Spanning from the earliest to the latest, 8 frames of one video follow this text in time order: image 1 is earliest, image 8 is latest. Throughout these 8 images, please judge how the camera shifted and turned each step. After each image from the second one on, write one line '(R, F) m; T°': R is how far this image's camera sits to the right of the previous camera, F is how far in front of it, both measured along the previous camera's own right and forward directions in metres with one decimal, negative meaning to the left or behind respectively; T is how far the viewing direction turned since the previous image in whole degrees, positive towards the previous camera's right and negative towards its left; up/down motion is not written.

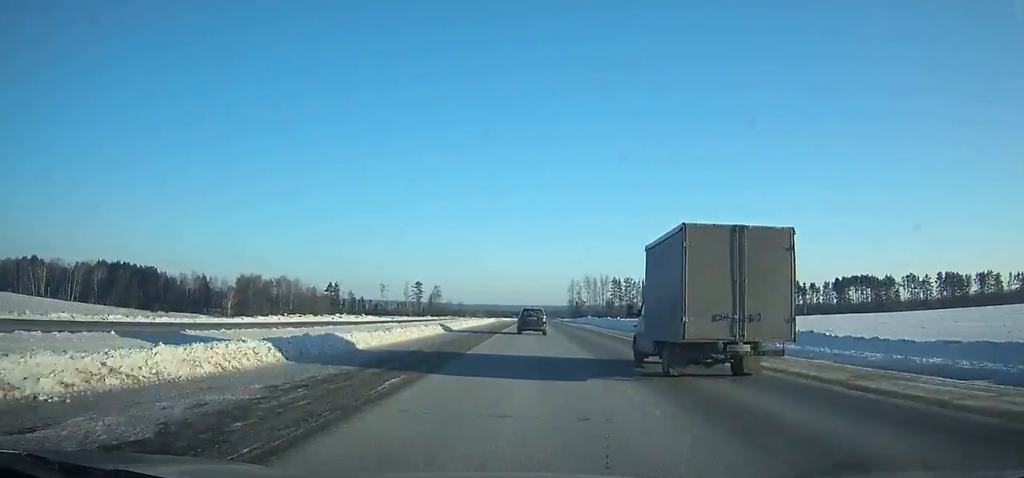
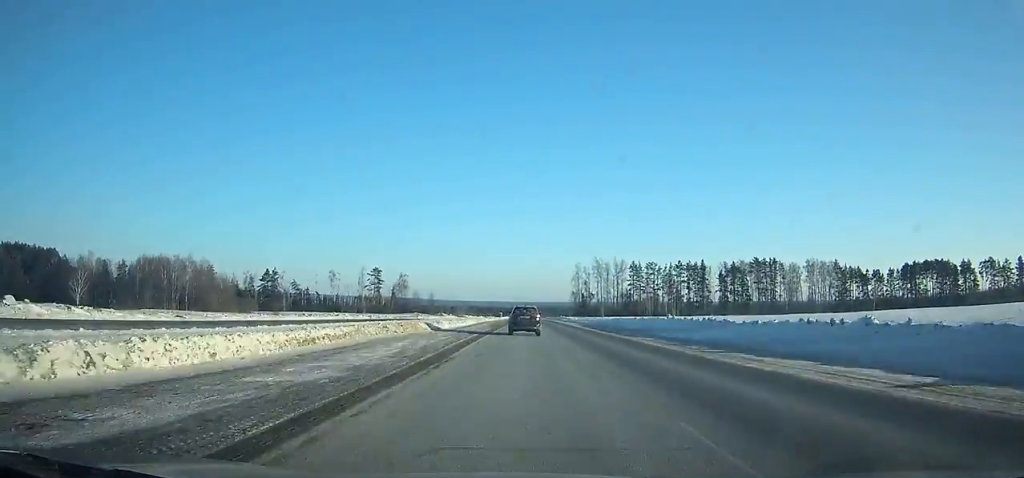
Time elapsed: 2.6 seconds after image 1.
(+0.2, +75.9) m; 0°
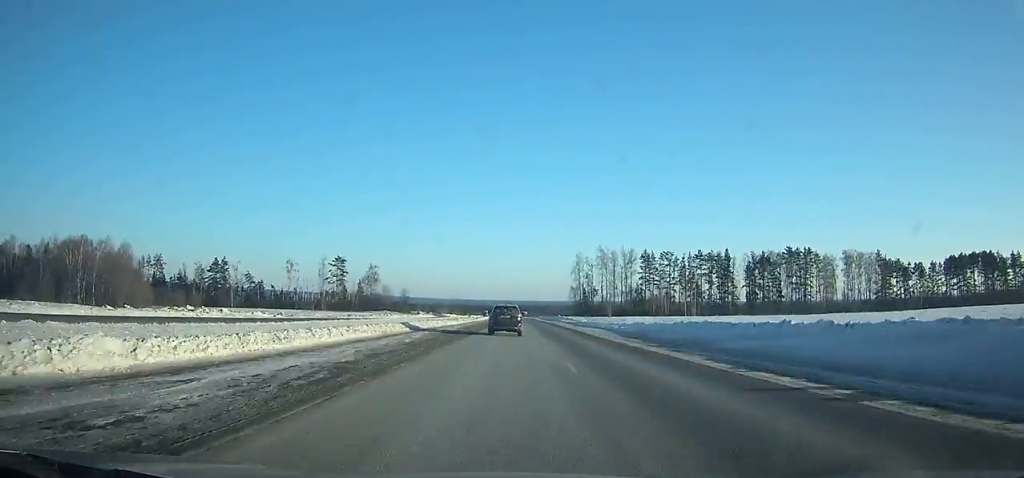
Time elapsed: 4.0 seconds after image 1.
(0.0, +41.5) m; 0°
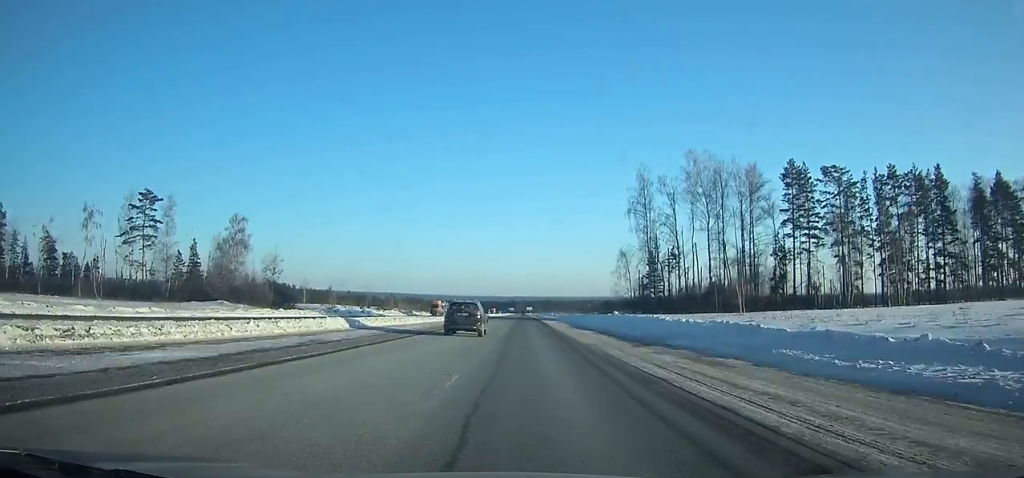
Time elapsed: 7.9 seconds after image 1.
(+0.6, +115.7) m; 0°
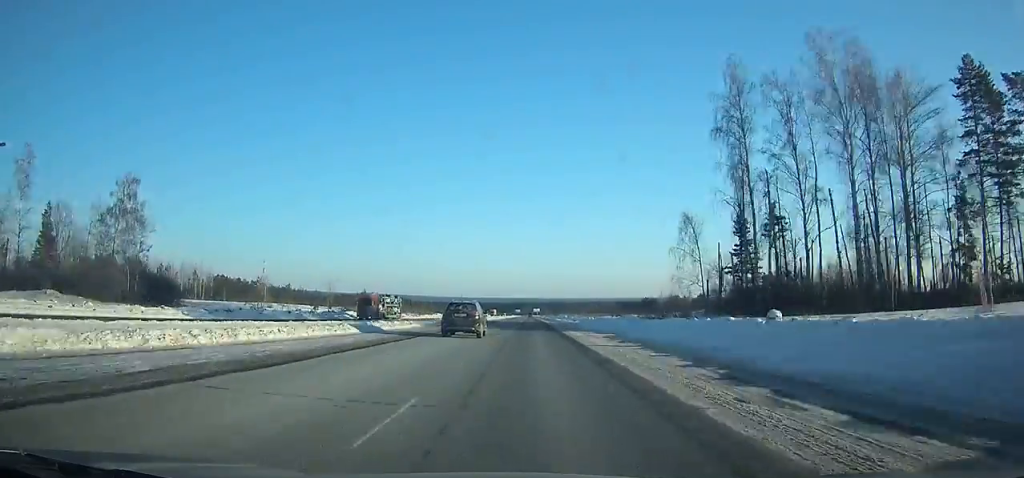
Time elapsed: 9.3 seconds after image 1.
(0.0, +42.2) m; 0°
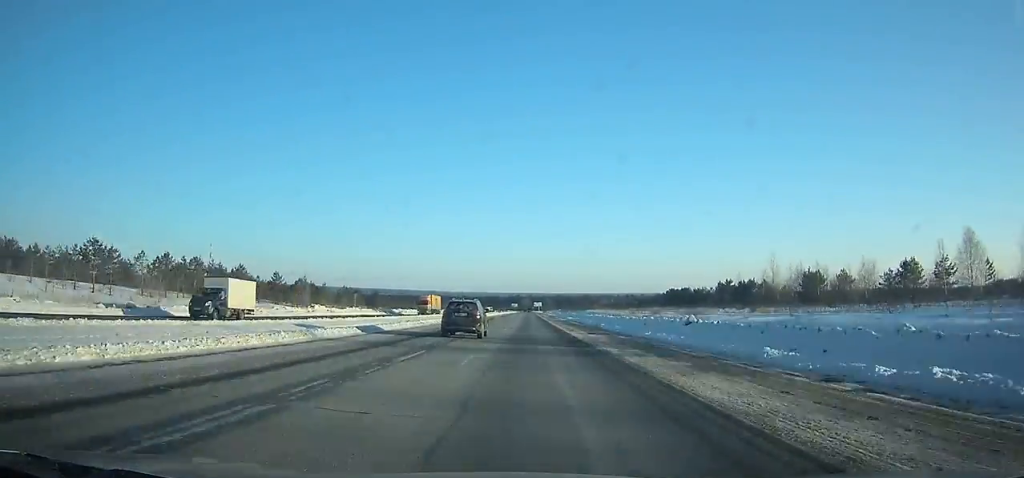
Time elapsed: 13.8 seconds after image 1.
(-0.9, +131.0) m; 0°
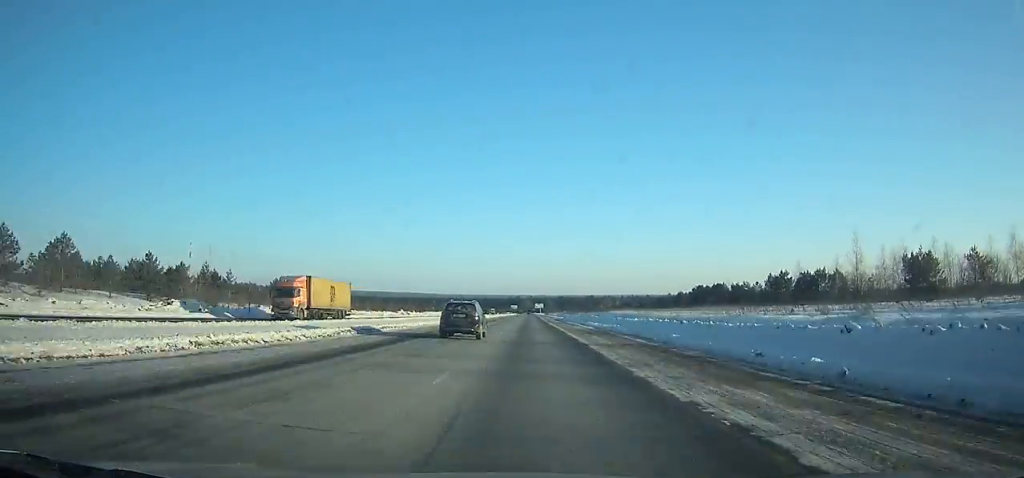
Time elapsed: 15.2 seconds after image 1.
(0.0, +39.4) m; 0°
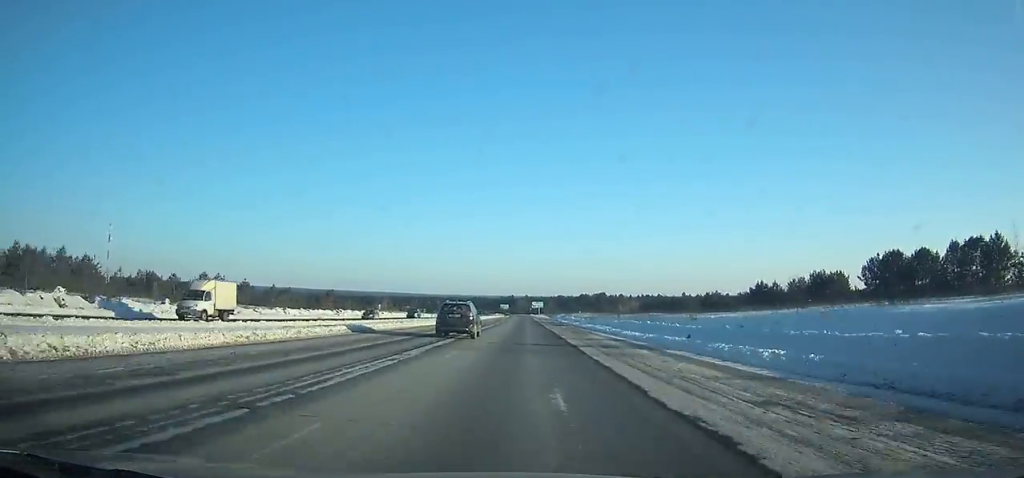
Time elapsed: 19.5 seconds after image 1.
(+0.2, +117.2) m; 0°
